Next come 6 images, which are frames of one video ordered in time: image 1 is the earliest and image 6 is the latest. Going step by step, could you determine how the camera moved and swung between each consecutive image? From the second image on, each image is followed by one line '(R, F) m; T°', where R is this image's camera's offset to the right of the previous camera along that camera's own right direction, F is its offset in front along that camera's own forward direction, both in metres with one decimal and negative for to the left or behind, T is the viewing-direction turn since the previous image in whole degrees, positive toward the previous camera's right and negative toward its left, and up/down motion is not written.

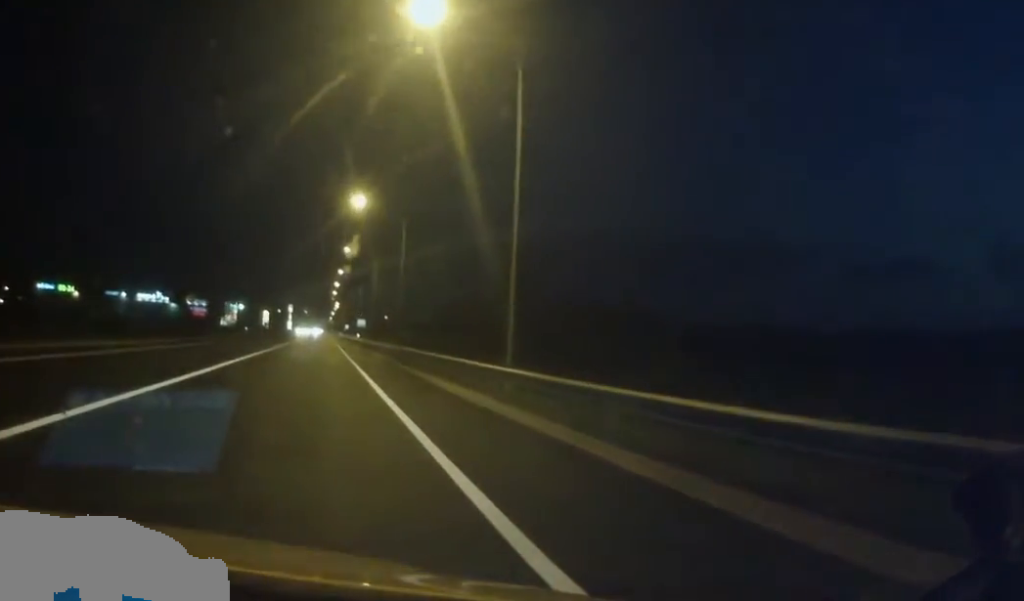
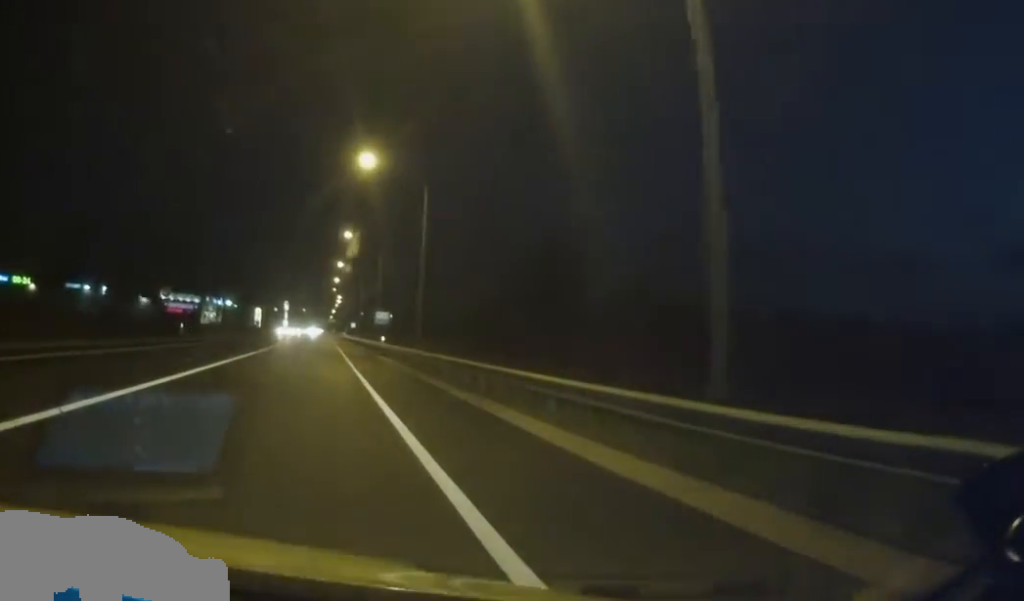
(0.0, +41.0) m; 0°
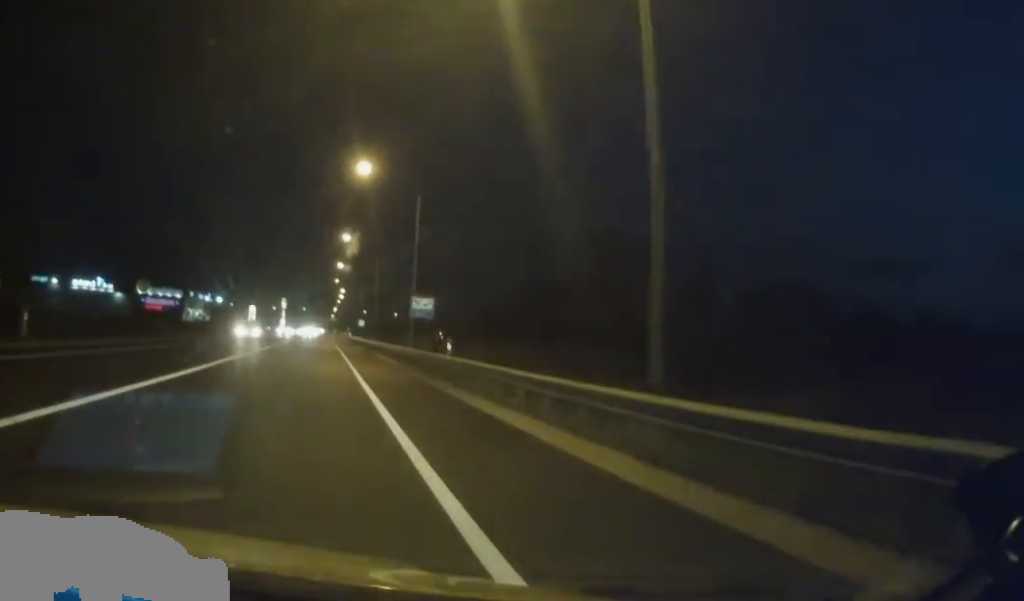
(-0.1, +27.7) m; 0°
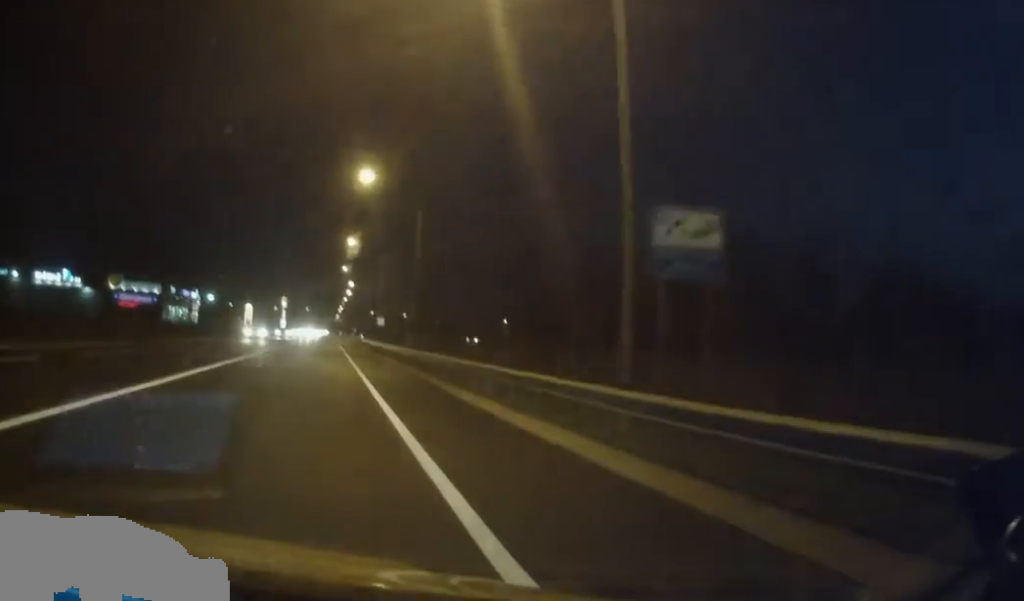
(+0.2, +28.6) m; 0°
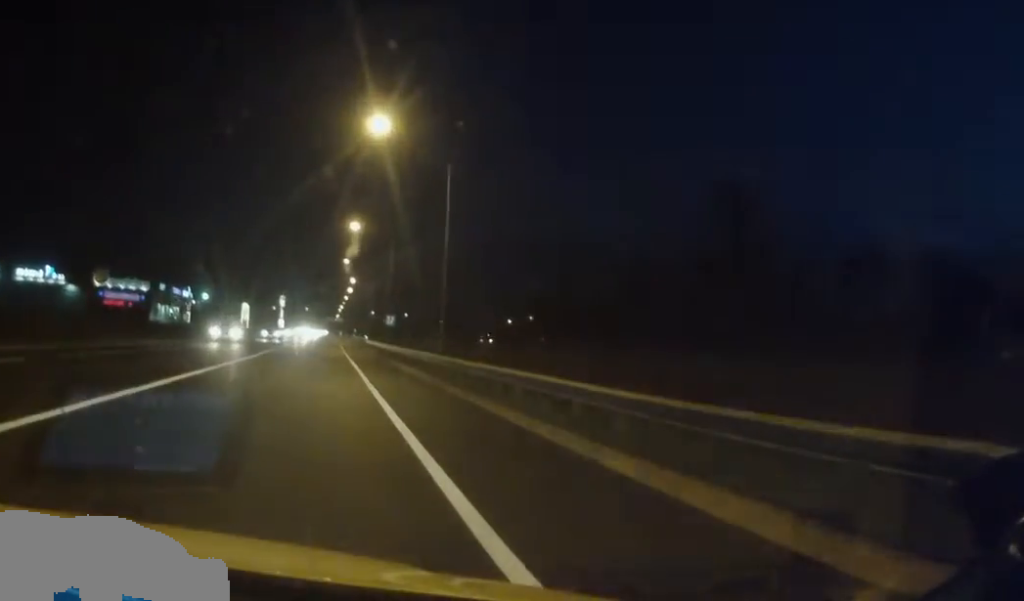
(-0.1, +10.4) m; 0°
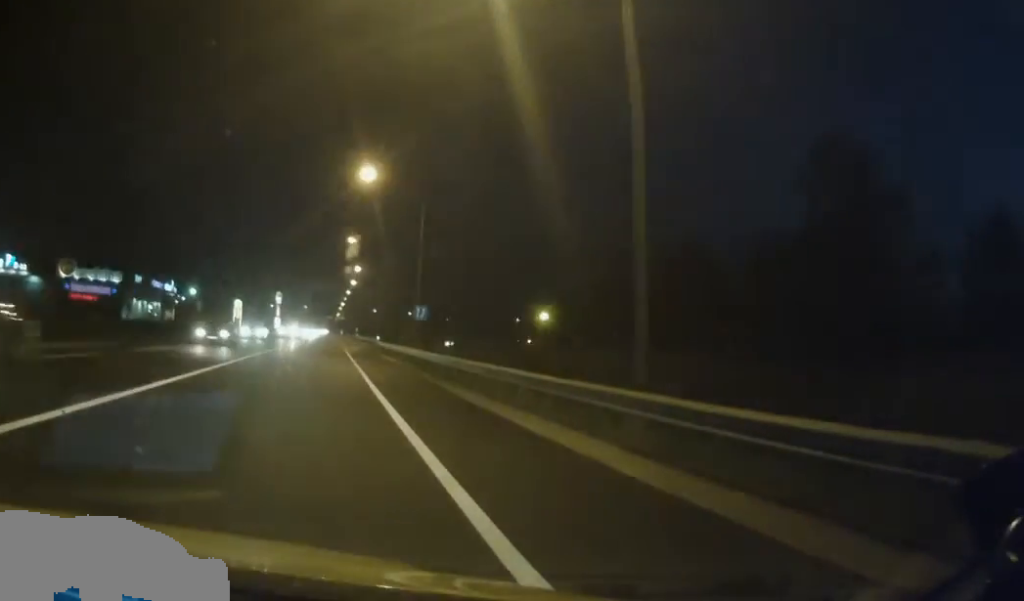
(-0.1, +20.0) m; 0°
